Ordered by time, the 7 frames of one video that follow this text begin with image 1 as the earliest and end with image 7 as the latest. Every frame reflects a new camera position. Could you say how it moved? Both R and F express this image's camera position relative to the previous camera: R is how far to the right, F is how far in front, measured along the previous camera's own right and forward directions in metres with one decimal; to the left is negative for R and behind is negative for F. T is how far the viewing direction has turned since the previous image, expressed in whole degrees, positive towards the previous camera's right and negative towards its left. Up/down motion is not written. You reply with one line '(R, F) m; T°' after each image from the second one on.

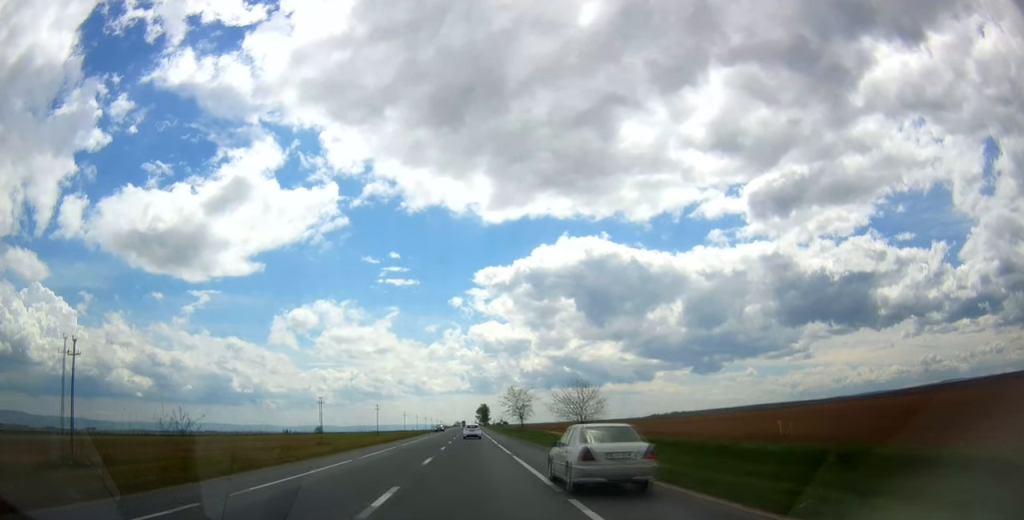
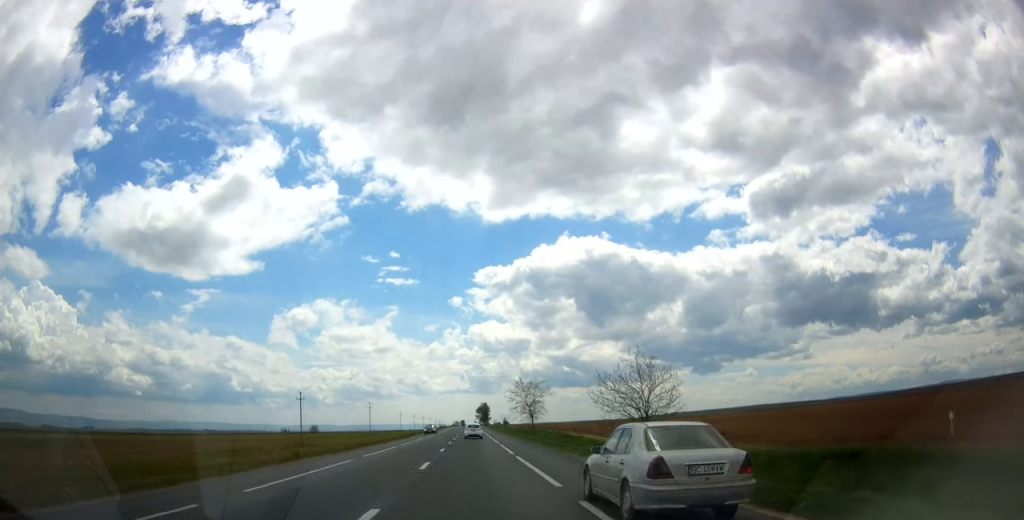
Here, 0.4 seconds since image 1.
(-0.1, +14.6) m; 0°
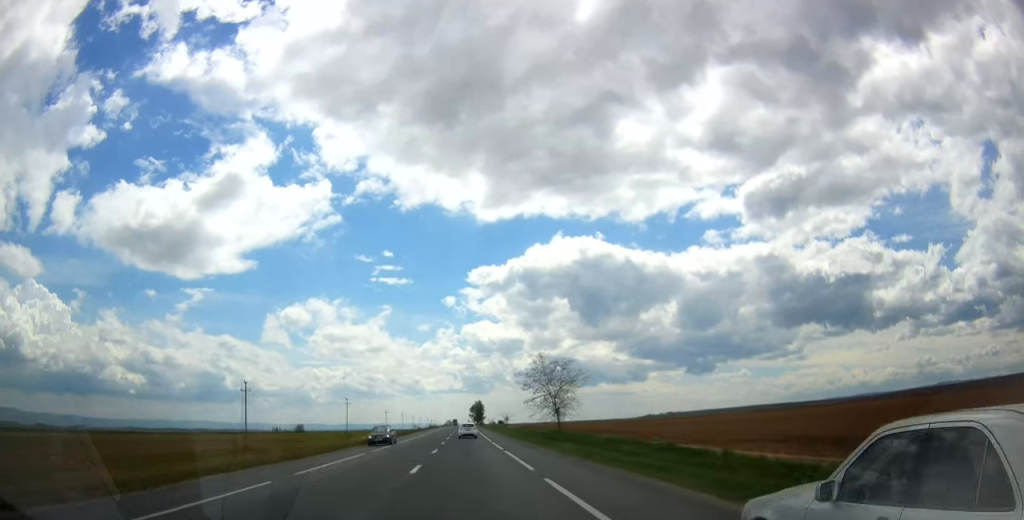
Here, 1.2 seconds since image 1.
(+0.1, +25.3) m; 0°
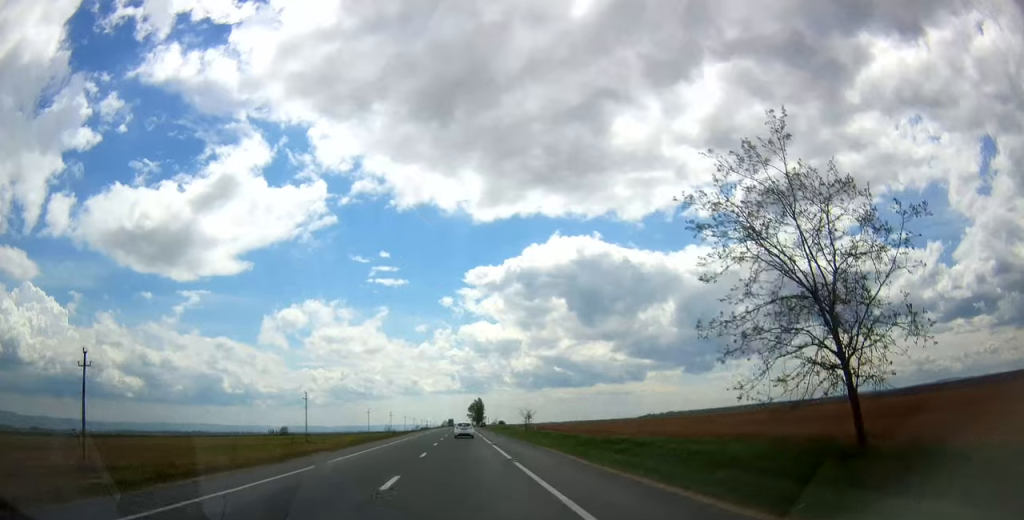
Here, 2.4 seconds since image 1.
(+0.1, +38.7) m; 0°
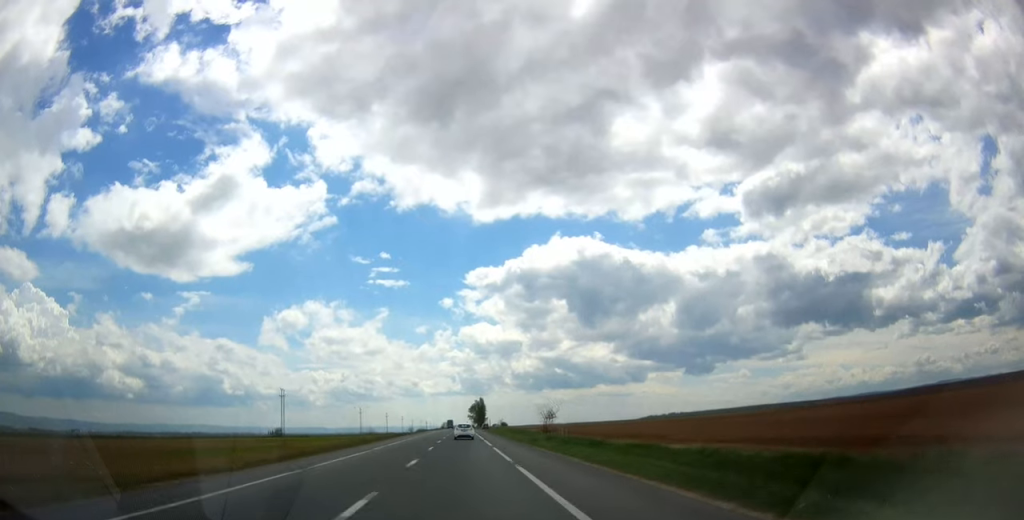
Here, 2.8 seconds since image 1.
(-0.1, +16.0) m; 0°
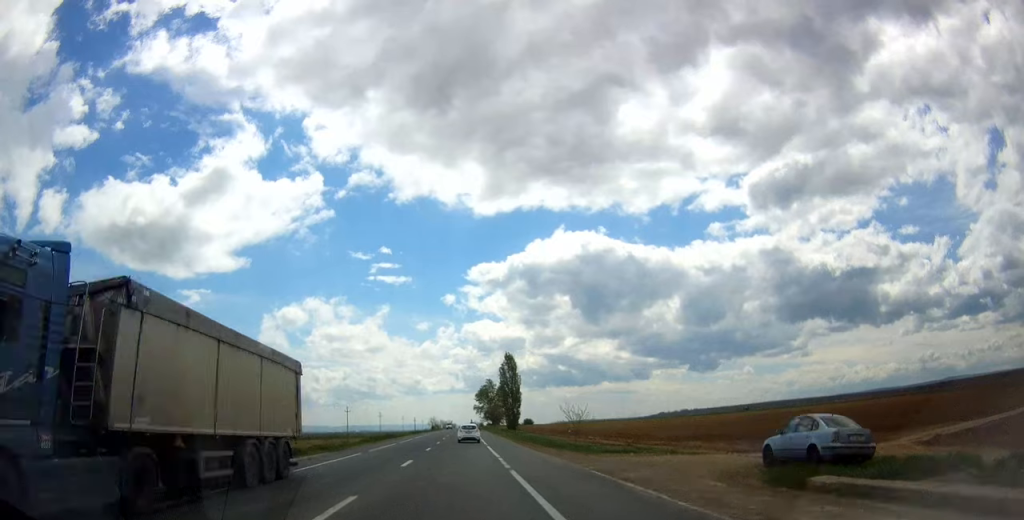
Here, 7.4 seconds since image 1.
(+1.5, +150.5) m; 0°
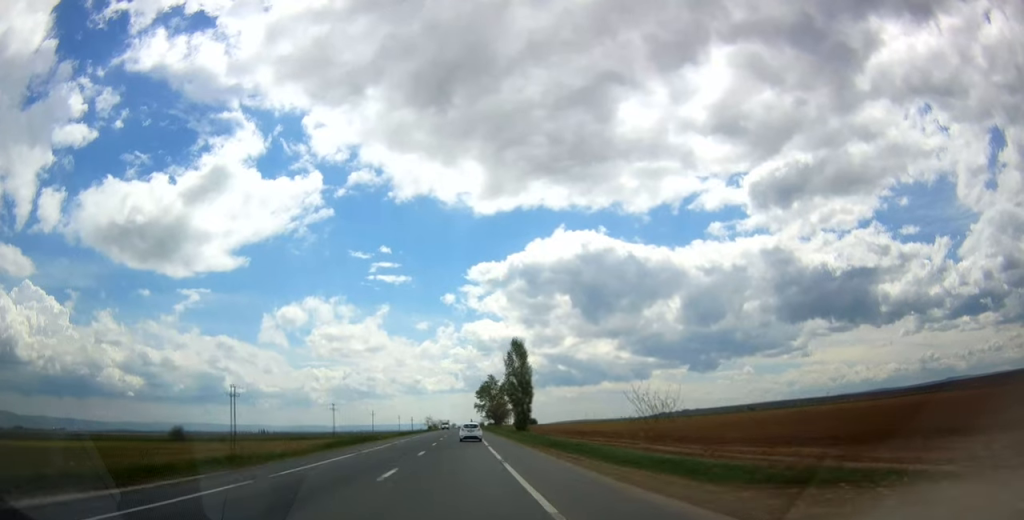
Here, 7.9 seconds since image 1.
(+0.1, +16.9) m; 0°
